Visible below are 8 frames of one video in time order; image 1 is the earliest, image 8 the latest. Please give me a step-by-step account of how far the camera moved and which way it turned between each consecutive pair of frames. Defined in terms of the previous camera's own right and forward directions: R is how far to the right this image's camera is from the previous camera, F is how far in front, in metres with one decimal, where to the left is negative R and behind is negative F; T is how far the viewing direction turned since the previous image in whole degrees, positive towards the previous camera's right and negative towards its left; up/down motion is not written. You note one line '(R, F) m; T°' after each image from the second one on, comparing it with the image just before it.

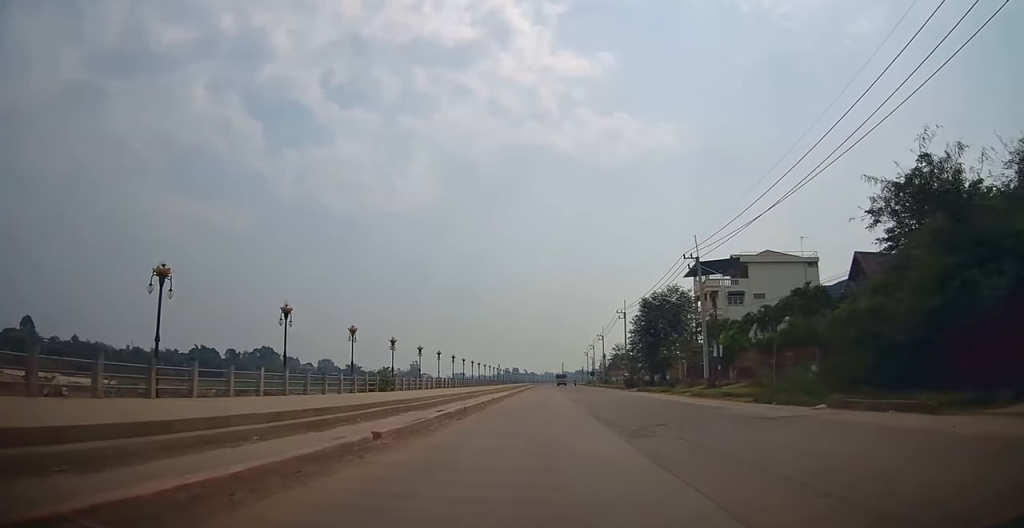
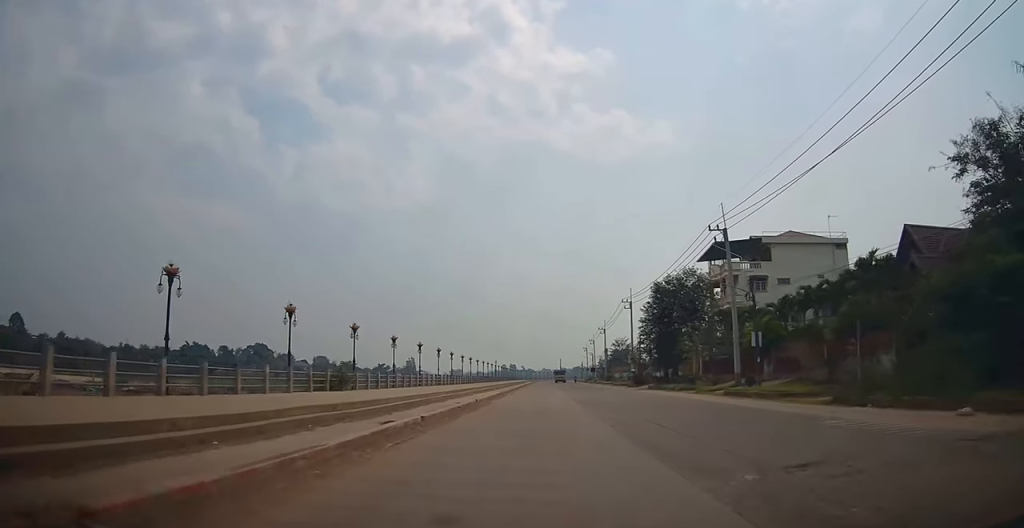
(+0.1, +7.4) m; +1°
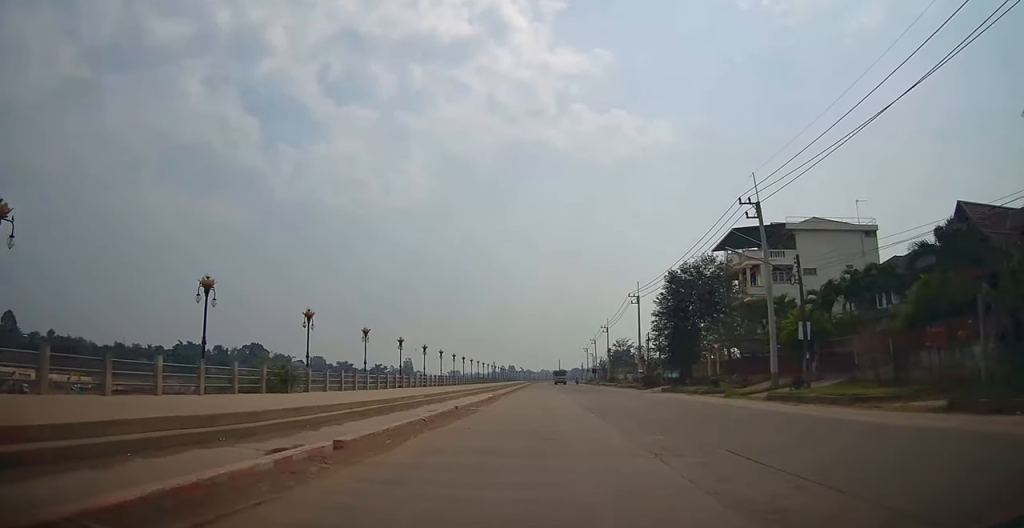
(0.0, +6.3) m; -1°
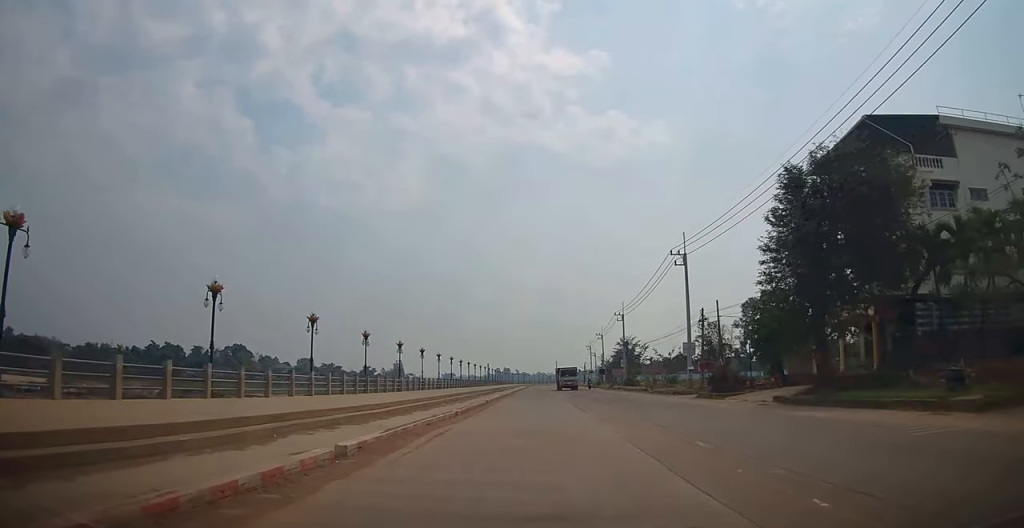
(-0.2, +22.5) m; -1°
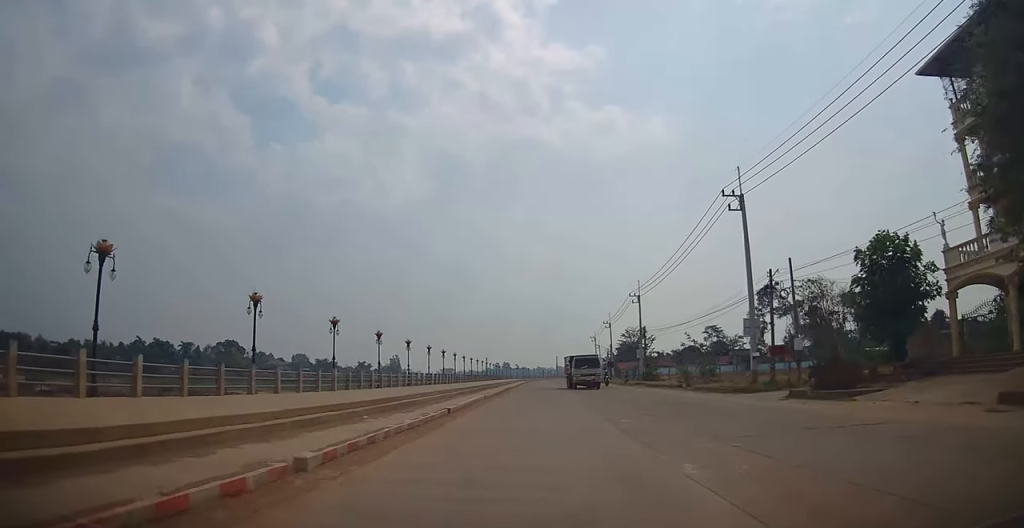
(0.0, +12.9) m; 0°
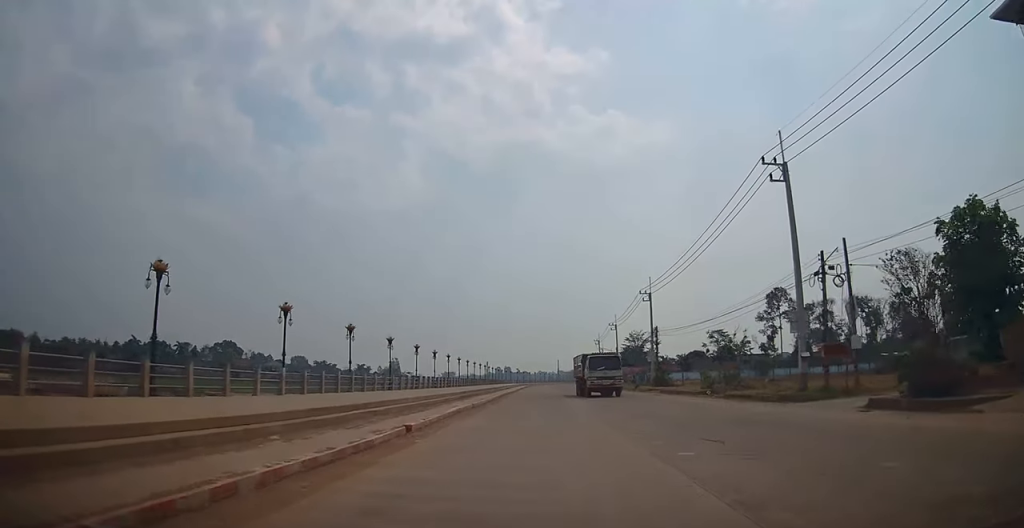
(0.0, +5.7) m; +1°
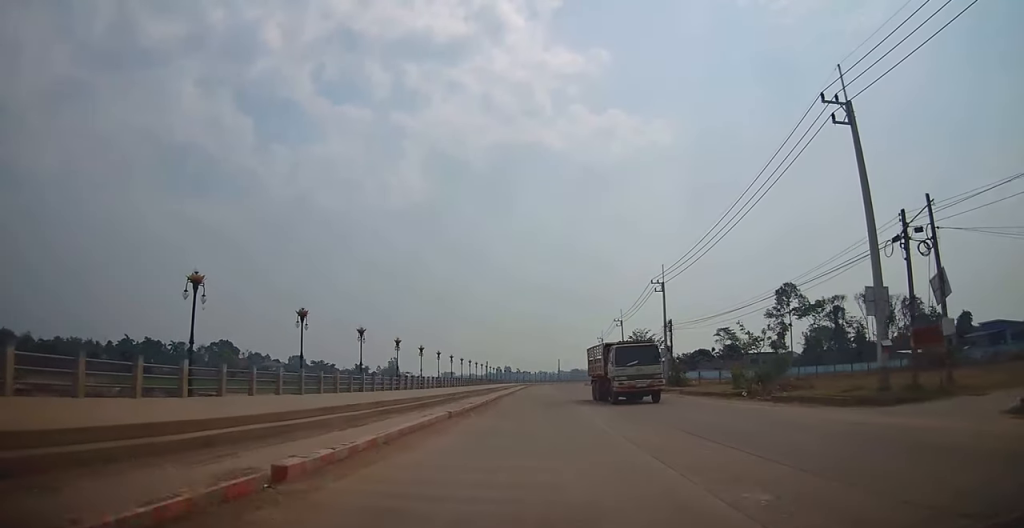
(0.0, +6.3) m; 0°
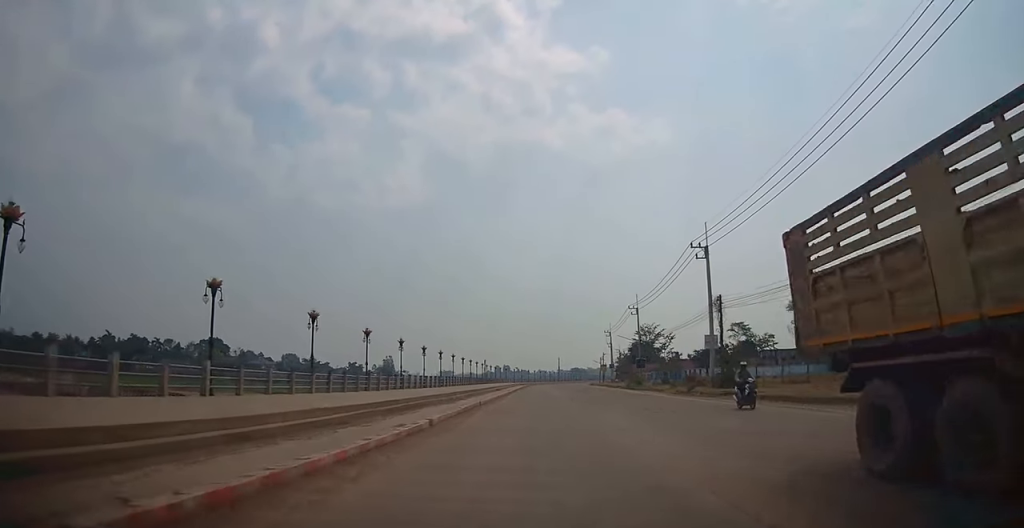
(0.0, +15.1) m; 0°
